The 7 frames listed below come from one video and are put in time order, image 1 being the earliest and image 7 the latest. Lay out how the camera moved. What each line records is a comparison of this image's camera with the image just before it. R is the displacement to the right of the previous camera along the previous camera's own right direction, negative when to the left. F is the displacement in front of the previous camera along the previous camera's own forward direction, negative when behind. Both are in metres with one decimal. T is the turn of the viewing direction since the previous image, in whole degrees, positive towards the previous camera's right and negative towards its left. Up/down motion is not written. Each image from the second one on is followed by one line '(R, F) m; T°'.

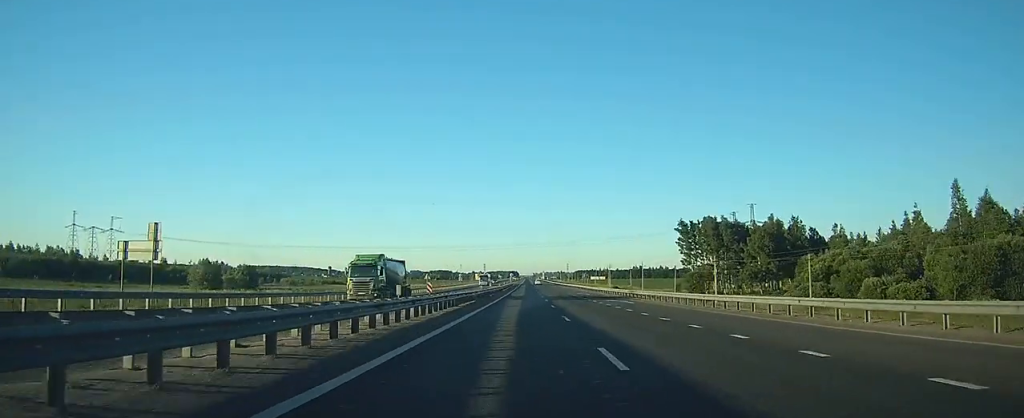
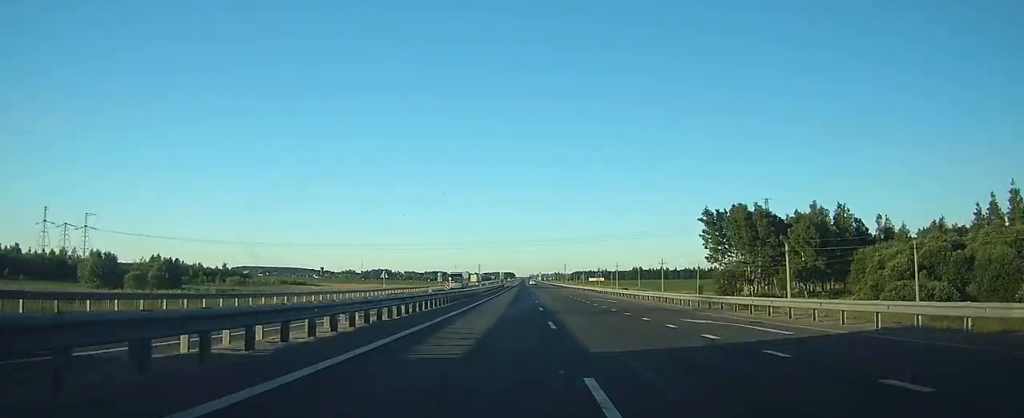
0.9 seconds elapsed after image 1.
(0.0, +27.7) m; 0°
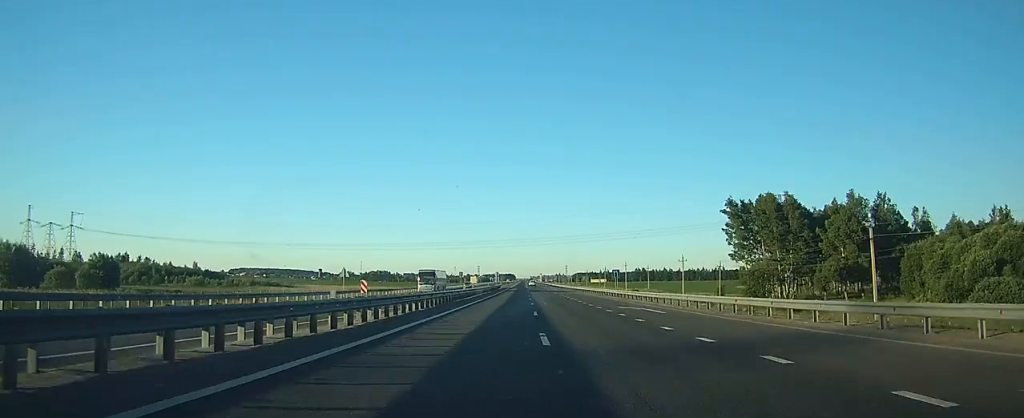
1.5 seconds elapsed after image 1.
(0.0, +16.9) m; 0°
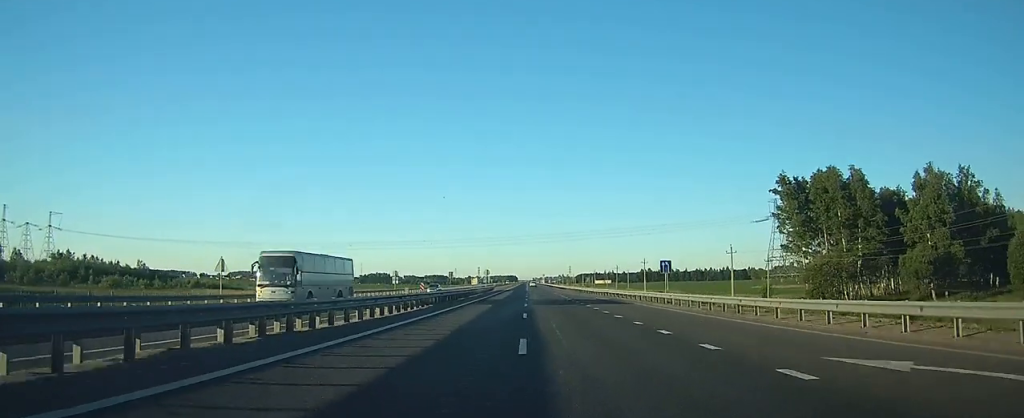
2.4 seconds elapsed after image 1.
(+0.1, +26.0) m; 0°
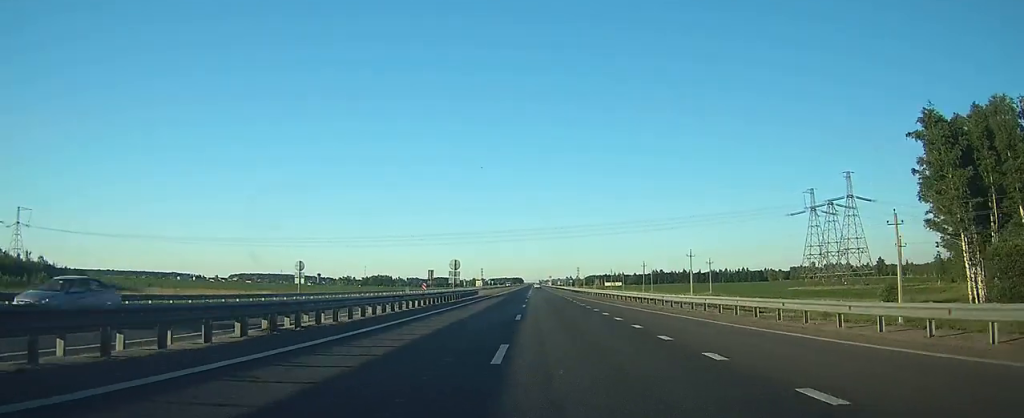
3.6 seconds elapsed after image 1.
(-0.1, +38.0) m; 0°
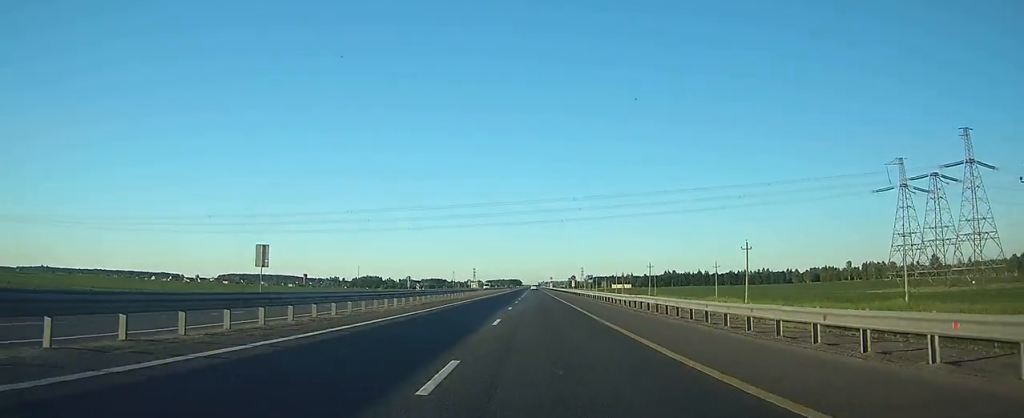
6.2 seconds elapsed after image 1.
(-0.6, +76.0) m; -1°
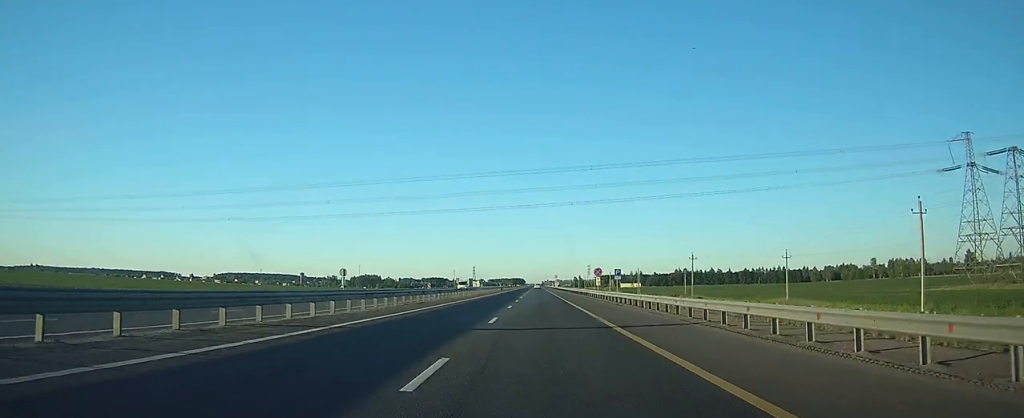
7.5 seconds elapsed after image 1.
(-0.1, +36.7) m; 0°
